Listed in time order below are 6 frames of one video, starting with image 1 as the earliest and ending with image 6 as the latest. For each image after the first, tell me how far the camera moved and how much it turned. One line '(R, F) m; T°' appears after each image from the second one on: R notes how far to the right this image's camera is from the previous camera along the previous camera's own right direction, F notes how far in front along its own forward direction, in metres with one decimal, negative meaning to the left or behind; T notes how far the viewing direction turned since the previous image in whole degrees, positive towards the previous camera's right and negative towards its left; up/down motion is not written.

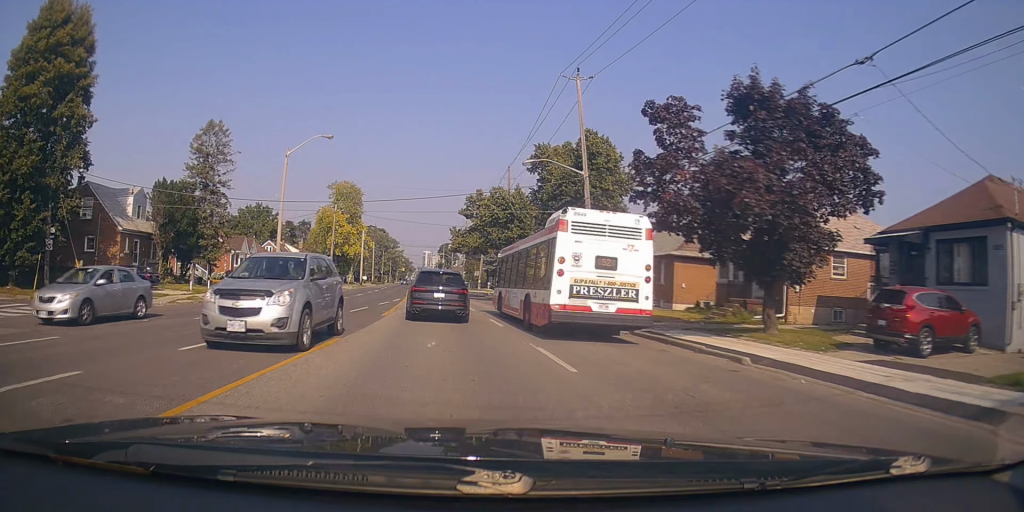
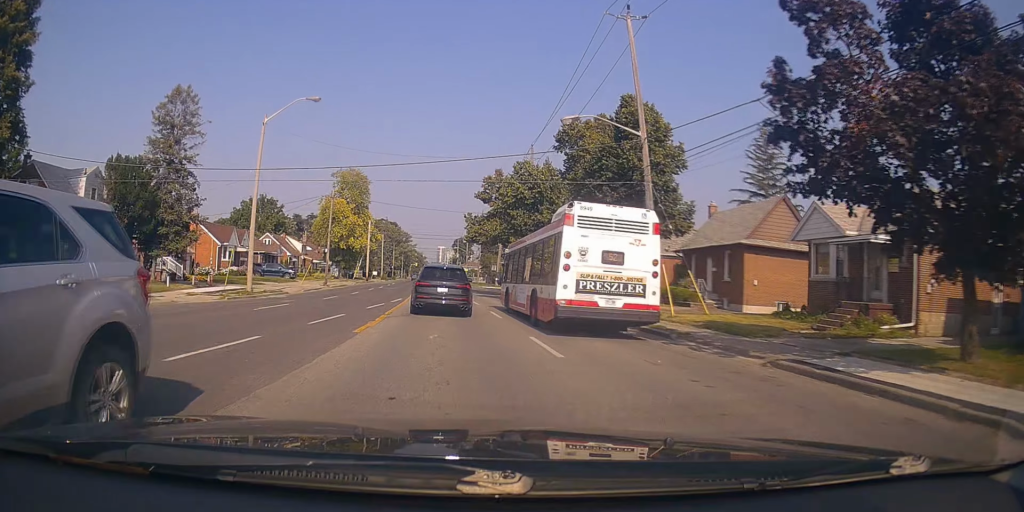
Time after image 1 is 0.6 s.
(-0.6, +7.9) m; -2°
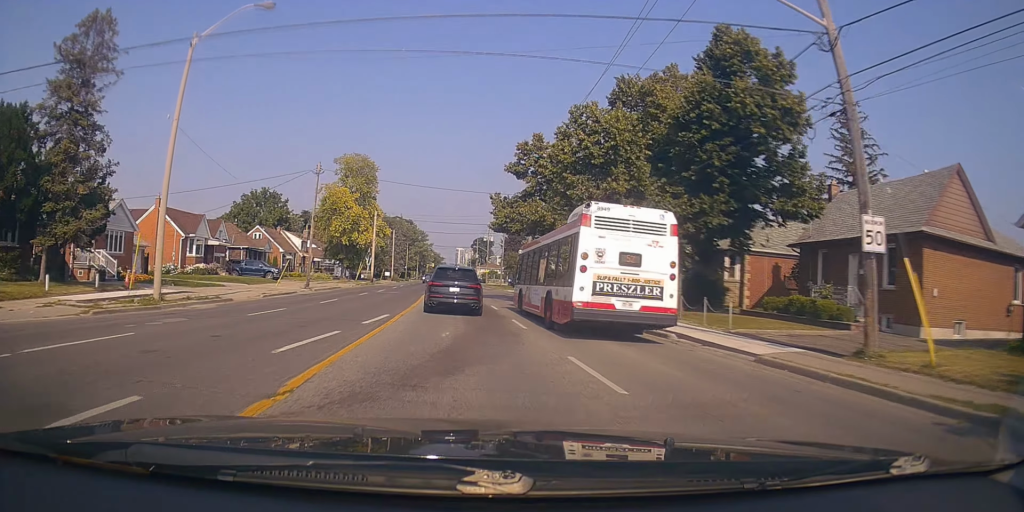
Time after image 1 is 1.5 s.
(-0.3, +12.5) m; 0°
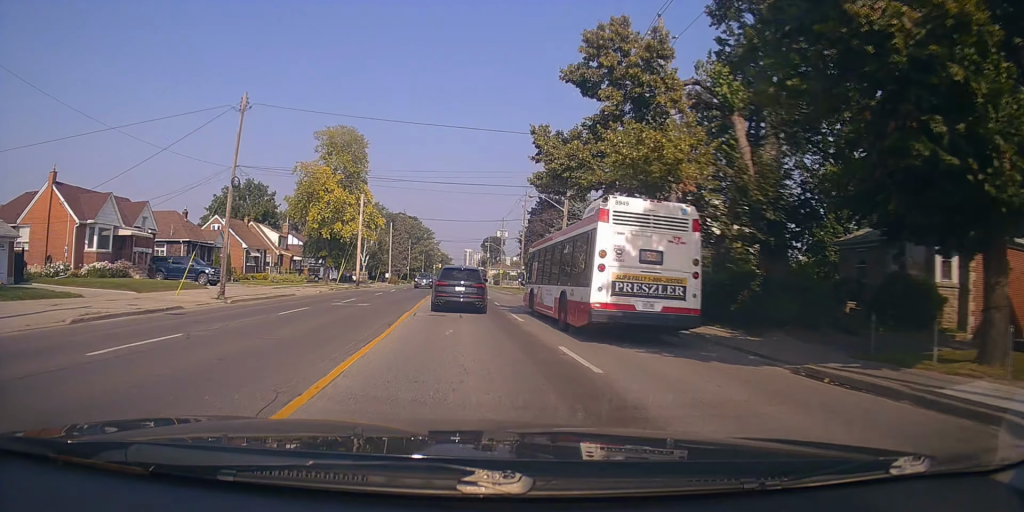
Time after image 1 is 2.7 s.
(+0.5, +16.5) m; +1°
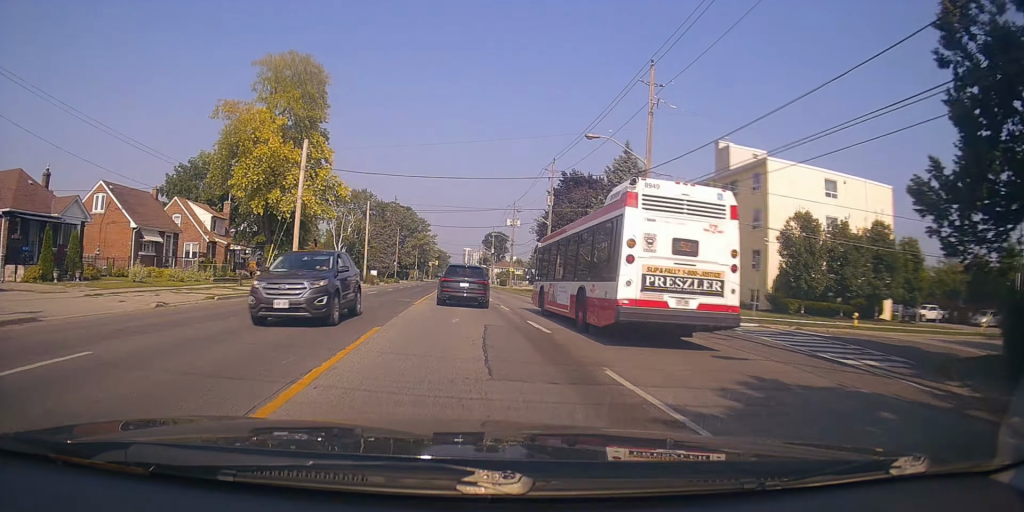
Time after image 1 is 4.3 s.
(-0.6, +22.4) m; -1°
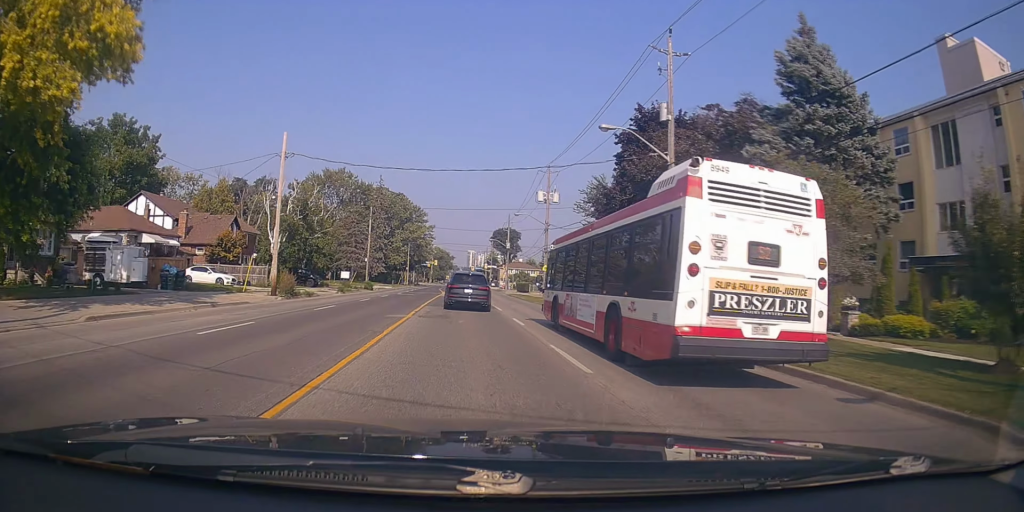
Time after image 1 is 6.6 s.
(+0.2, +32.3) m; 0°
